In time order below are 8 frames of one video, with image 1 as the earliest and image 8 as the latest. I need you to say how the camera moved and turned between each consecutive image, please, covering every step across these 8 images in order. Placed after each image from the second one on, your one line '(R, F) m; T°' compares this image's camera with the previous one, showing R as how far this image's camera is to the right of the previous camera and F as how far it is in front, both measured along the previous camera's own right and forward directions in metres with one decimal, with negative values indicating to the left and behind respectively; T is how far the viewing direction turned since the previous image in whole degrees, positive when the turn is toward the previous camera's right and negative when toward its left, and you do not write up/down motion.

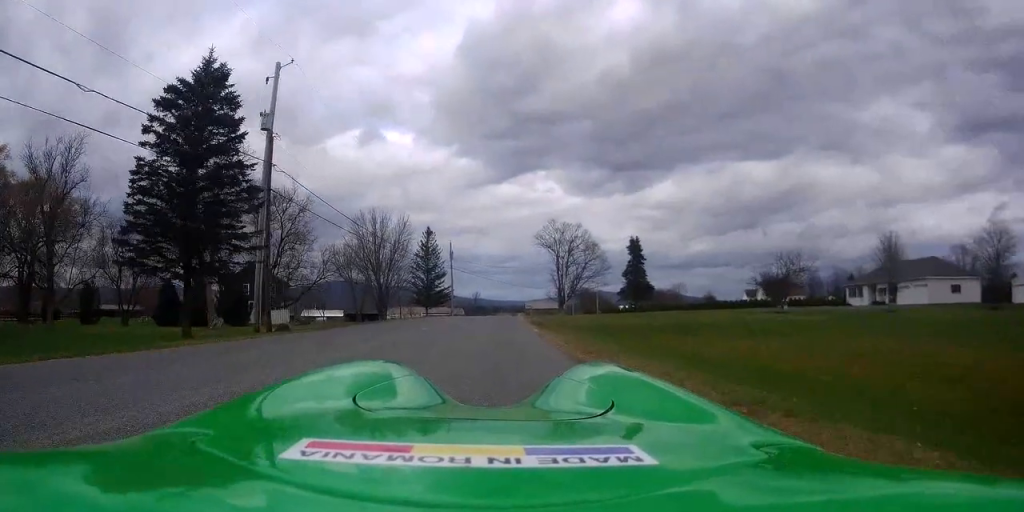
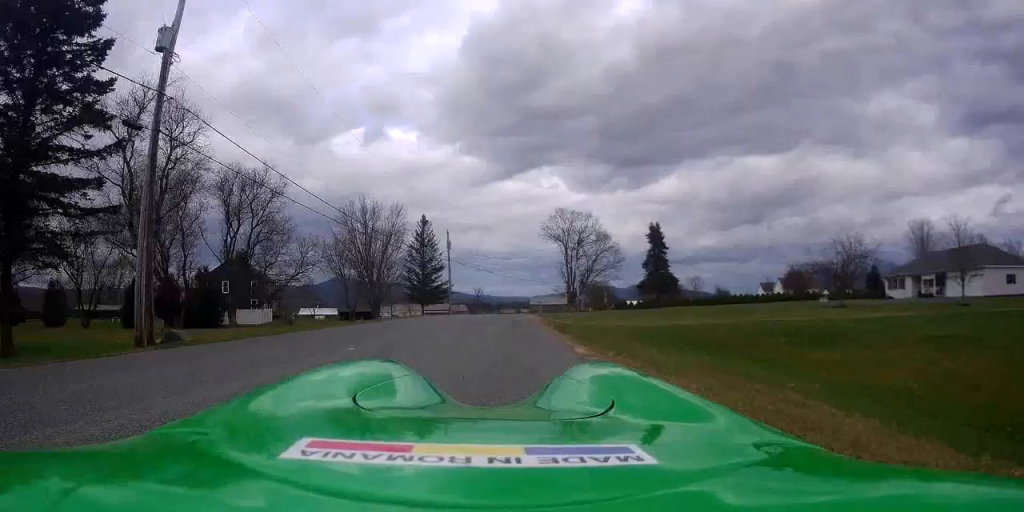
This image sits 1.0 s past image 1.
(+0.3, +9.2) m; -1°
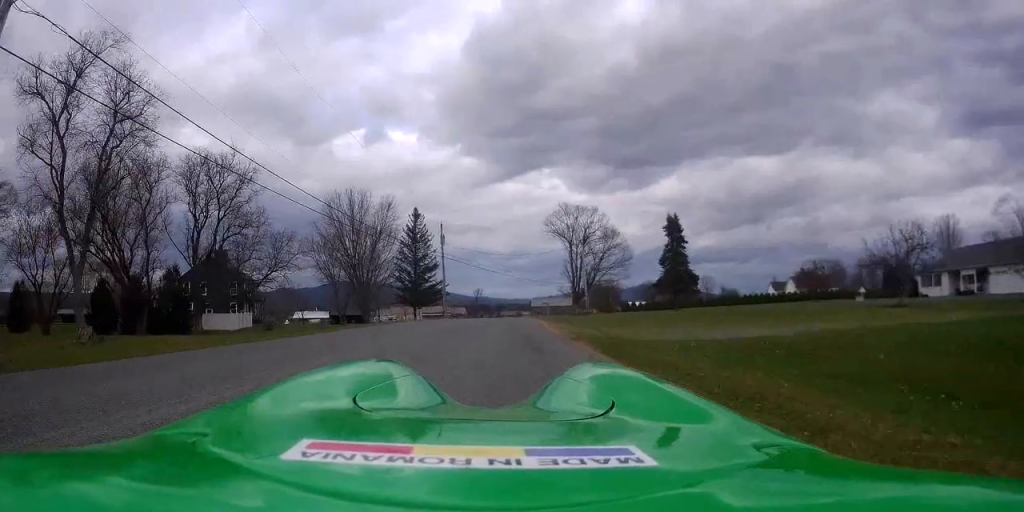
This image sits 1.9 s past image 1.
(-0.4, +7.3) m; -4°
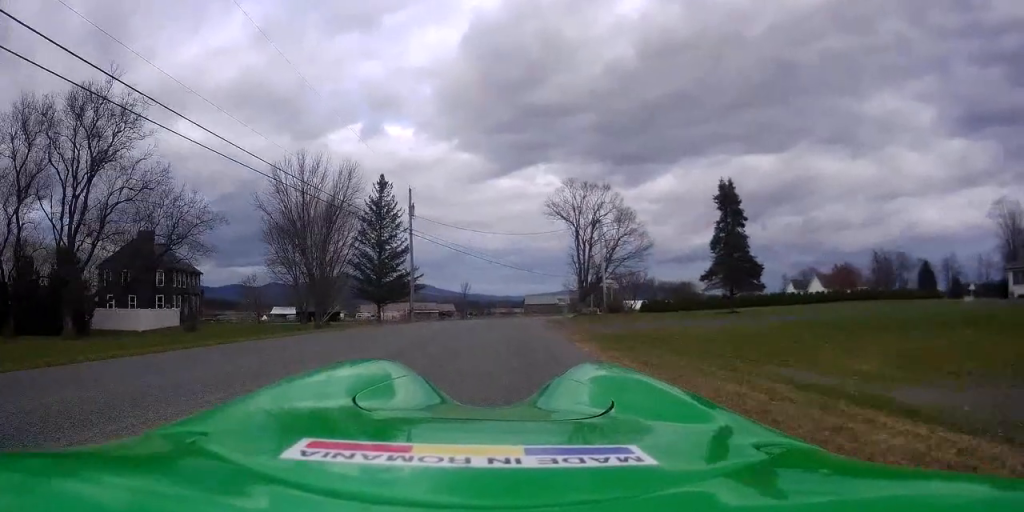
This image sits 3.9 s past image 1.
(-0.7, +18.0) m; -2°
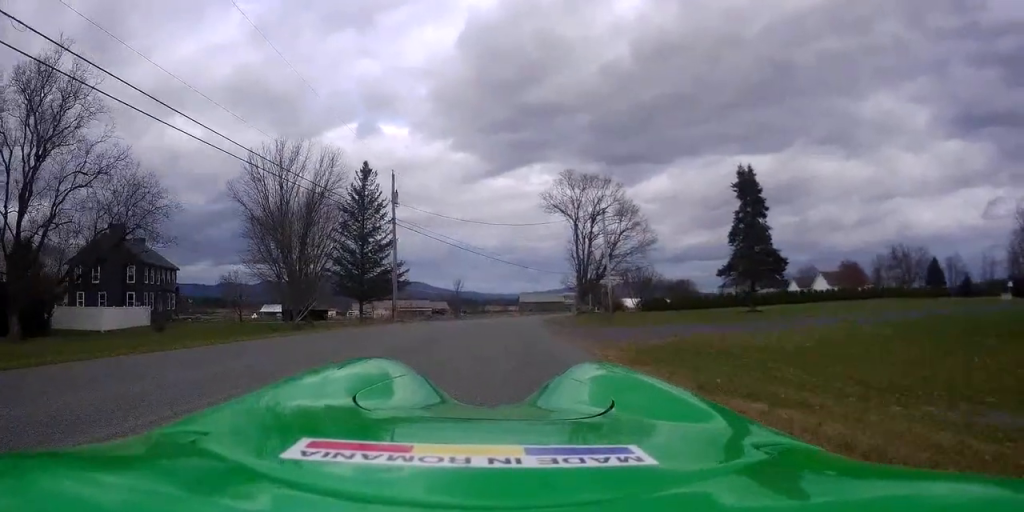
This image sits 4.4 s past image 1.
(0.0, +4.9) m; +1°
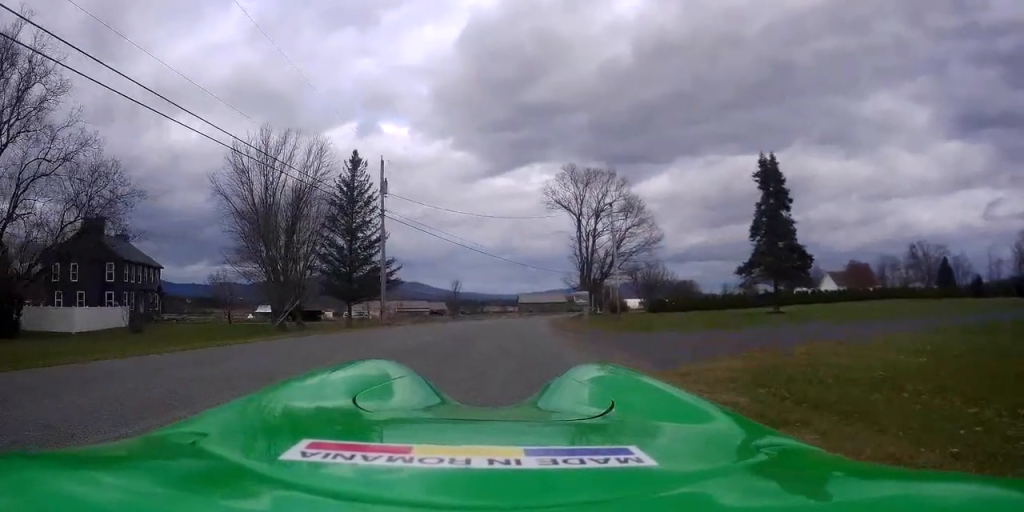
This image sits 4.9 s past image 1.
(0.0, +4.1) m; +1°
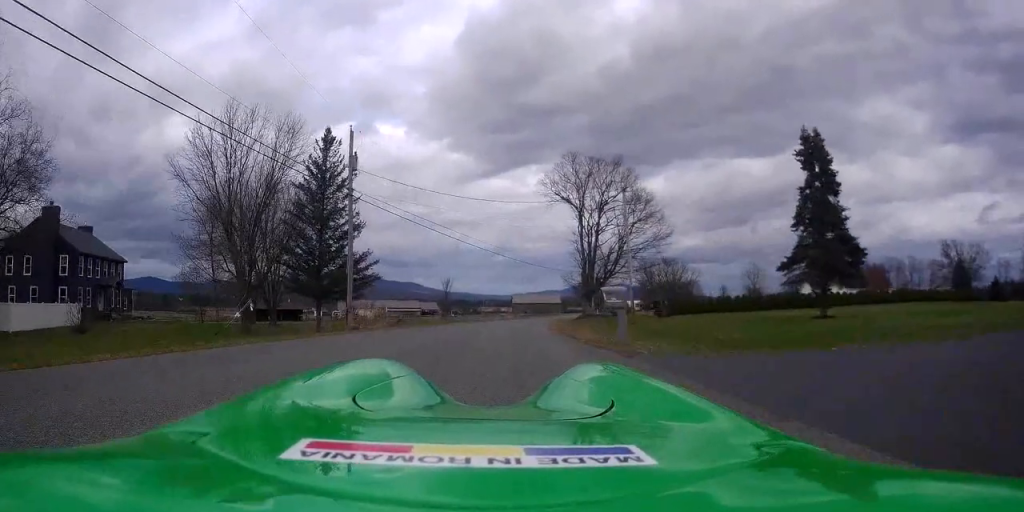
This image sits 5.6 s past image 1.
(+0.1, +6.7) m; +1°
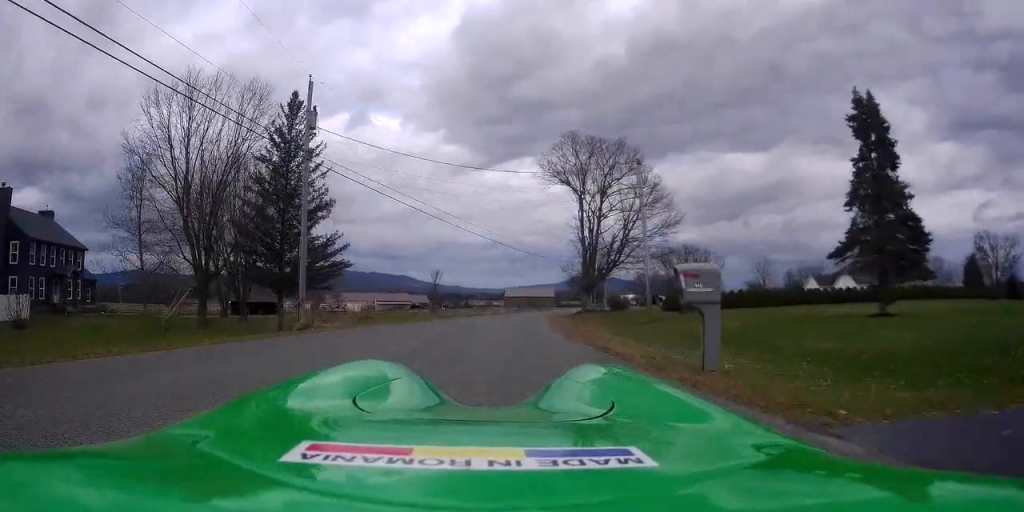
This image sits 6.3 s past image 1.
(+0.2, +6.3) m; 0°
